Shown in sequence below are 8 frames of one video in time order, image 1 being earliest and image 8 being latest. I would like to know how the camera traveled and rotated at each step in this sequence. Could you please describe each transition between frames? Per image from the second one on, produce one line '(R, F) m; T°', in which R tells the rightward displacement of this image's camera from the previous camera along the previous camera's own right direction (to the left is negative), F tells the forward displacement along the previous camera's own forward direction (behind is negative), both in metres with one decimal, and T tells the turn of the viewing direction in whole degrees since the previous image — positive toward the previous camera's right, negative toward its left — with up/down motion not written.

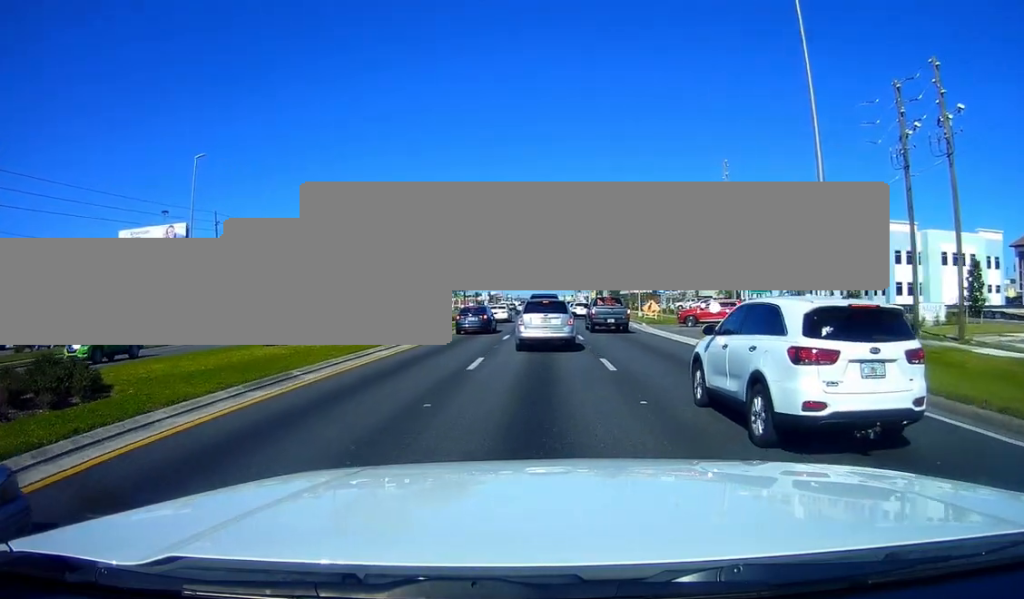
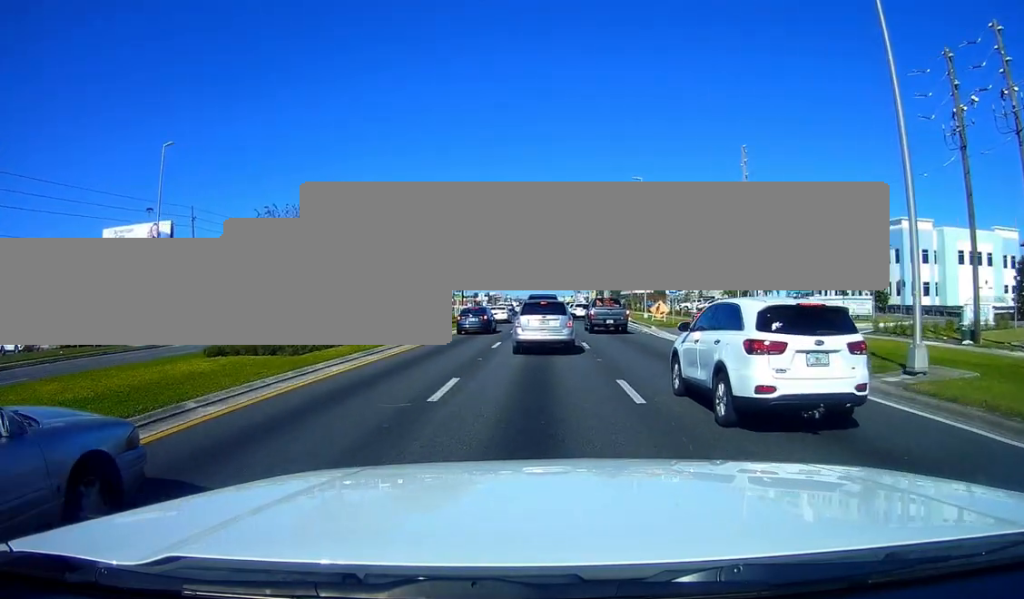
(0.0, +5.4) m; 0°
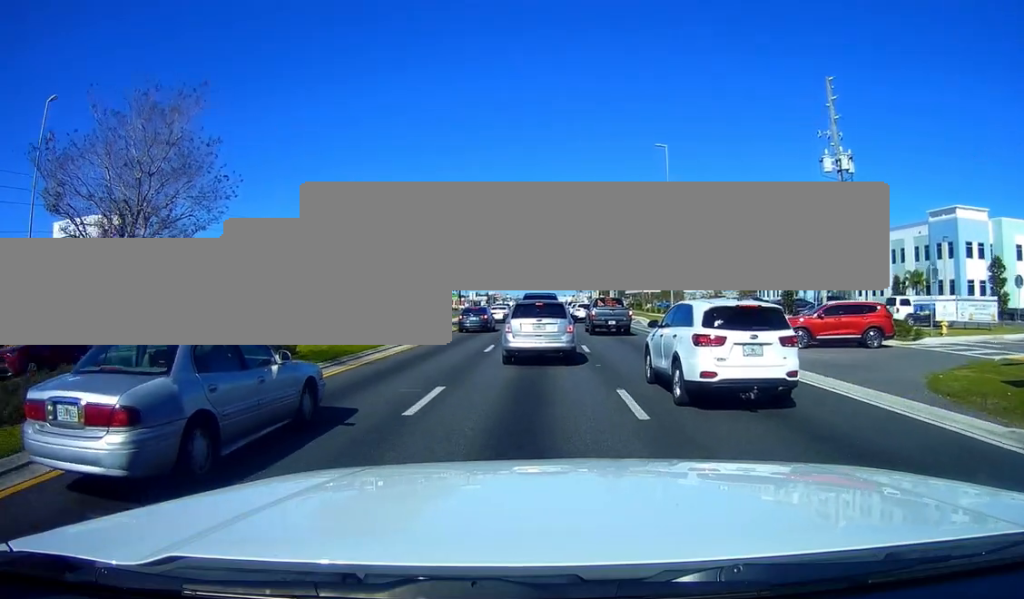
(0.0, +15.5) m; 0°
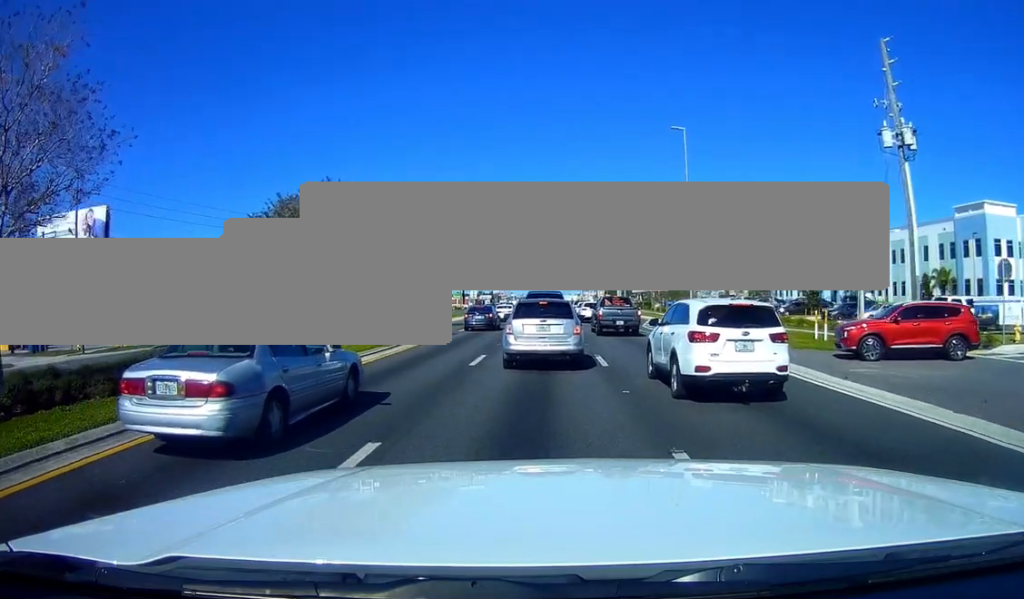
(0.0, +5.5) m; 0°
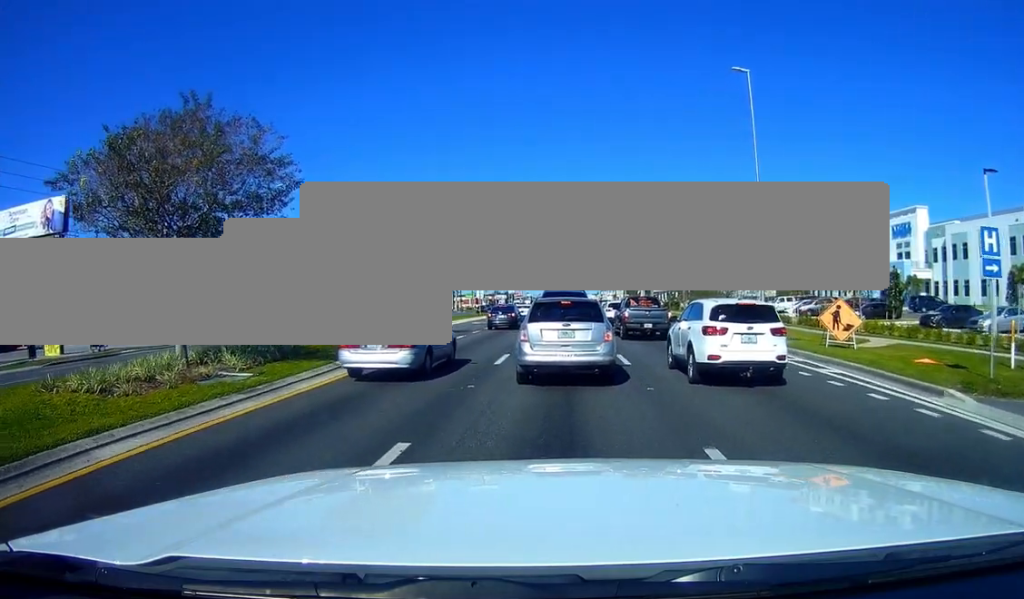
(0.0, +14.0) m; 0°
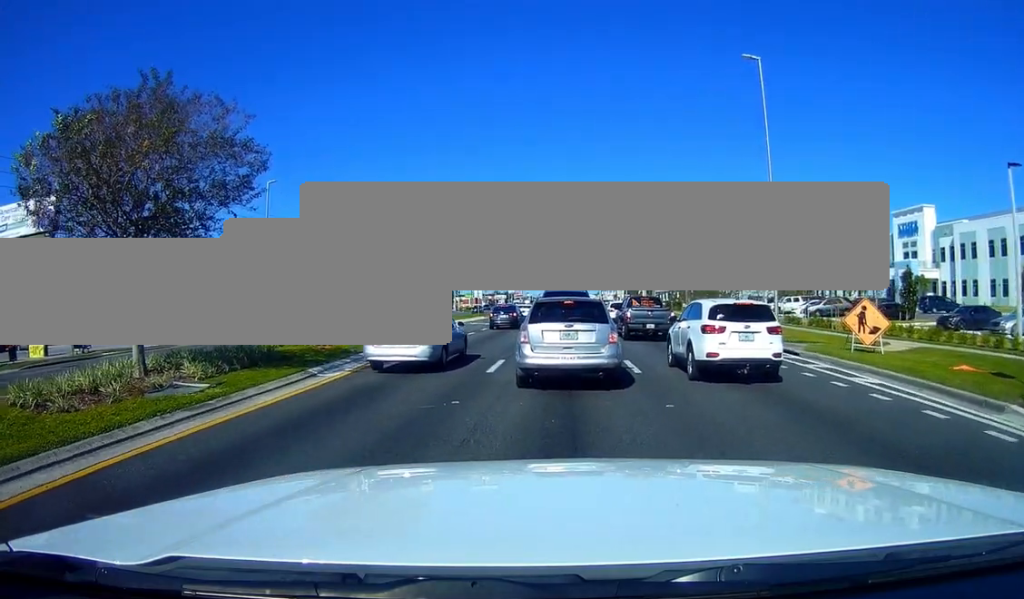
(0.0, +2.1) m; 0°
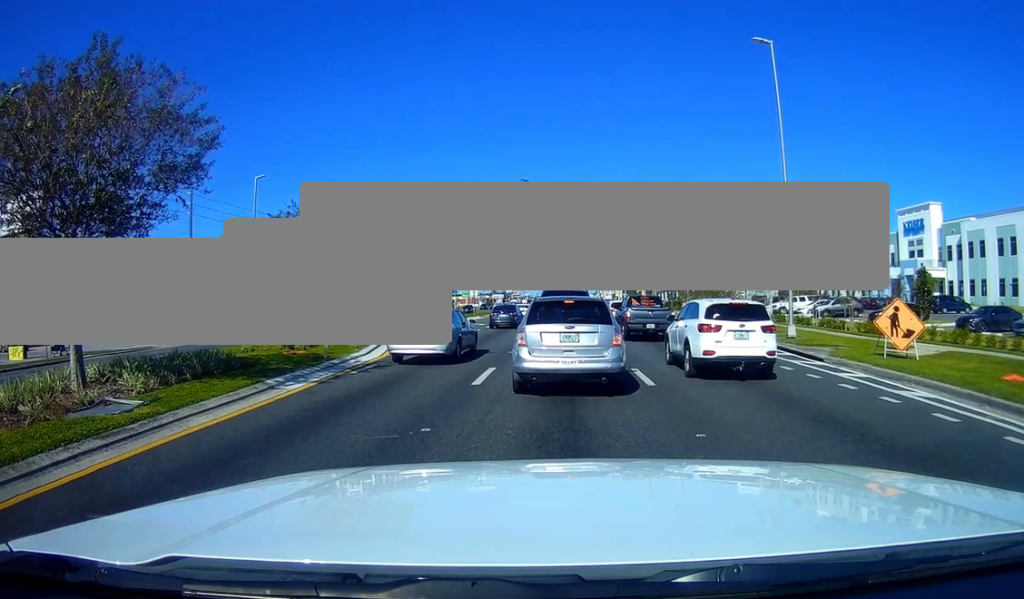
(0.0, +2.8) m; 0°
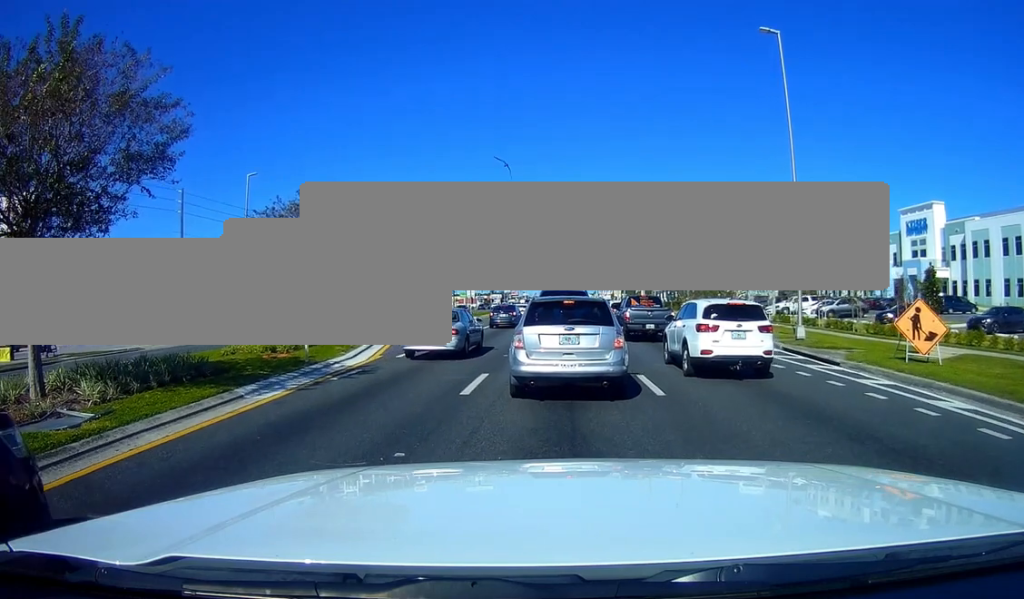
(0.0, +1.6) m; 0°
